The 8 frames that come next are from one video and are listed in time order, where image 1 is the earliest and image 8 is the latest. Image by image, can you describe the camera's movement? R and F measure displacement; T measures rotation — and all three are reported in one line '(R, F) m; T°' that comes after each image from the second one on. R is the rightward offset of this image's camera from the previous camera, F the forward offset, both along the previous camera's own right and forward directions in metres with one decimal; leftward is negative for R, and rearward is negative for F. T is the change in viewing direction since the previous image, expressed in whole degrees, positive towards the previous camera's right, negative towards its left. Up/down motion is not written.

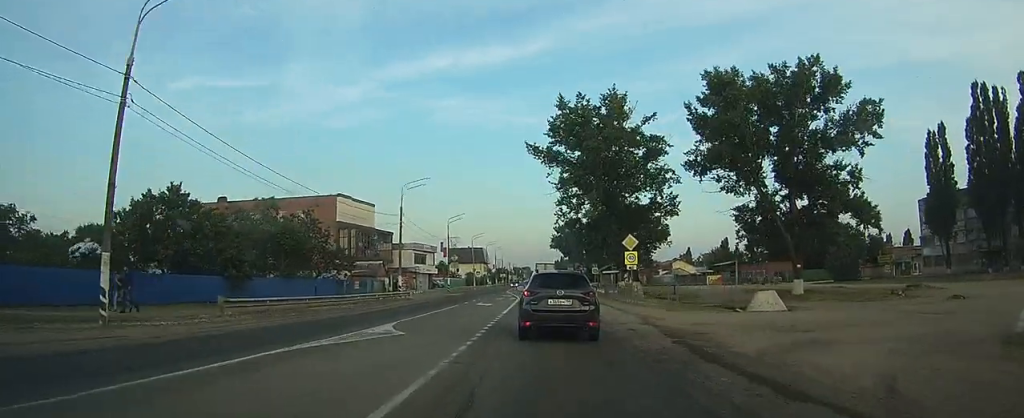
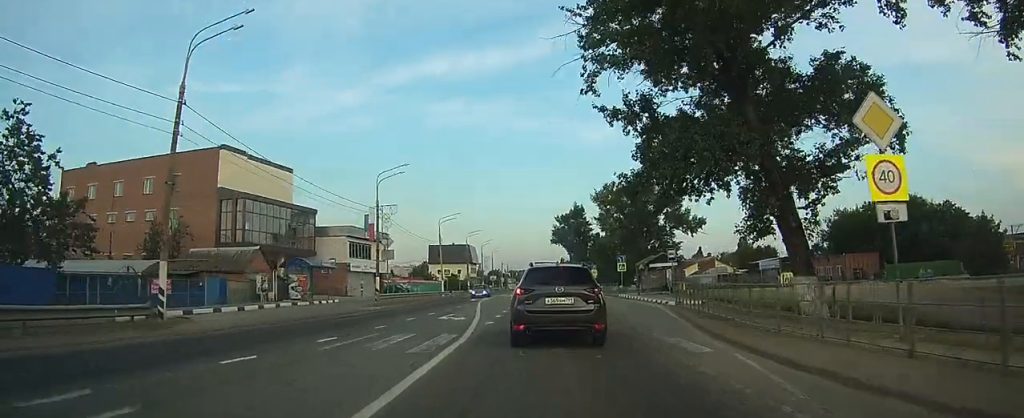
(+0.1, +33.1) m; 0°
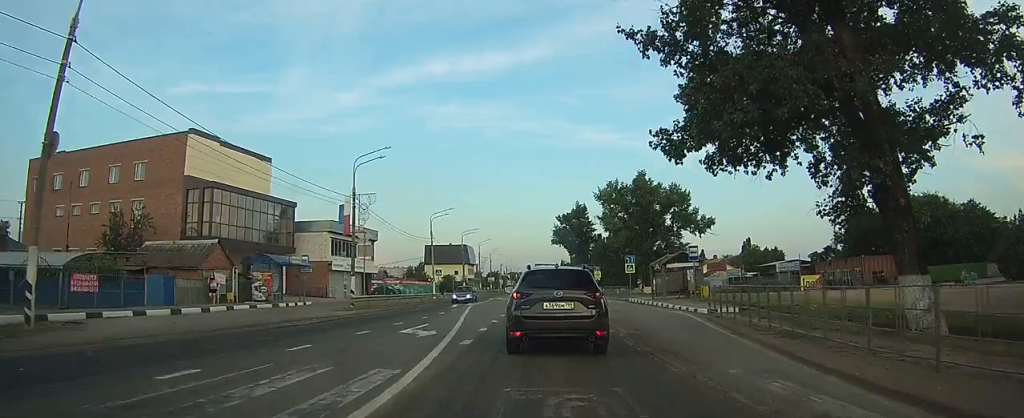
(0.0, +5.9) m; 0°
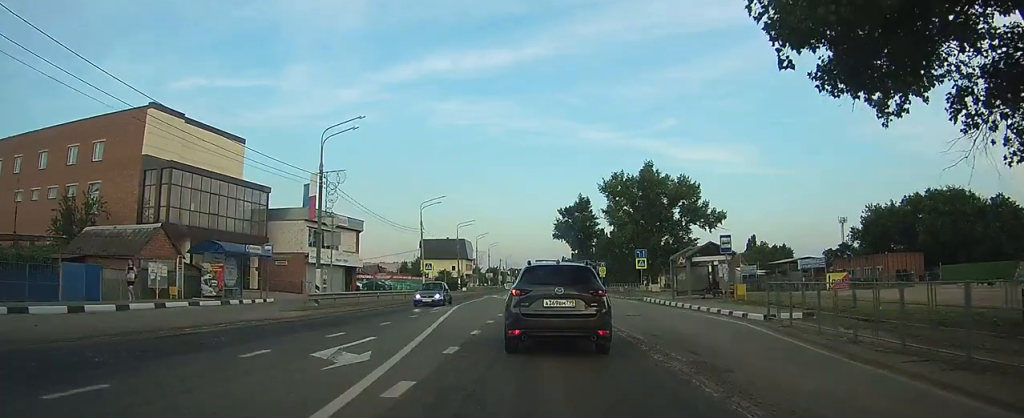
(0.0, +6.6) m; 0°
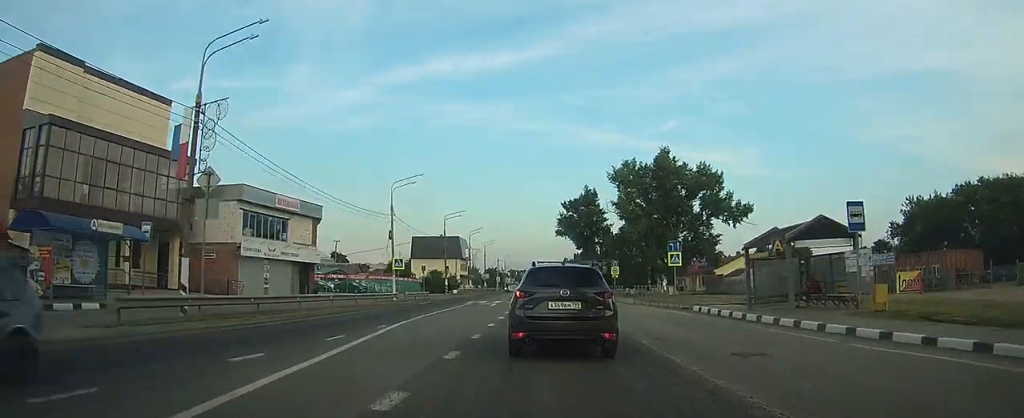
(0.0, +13.9) m; 0°
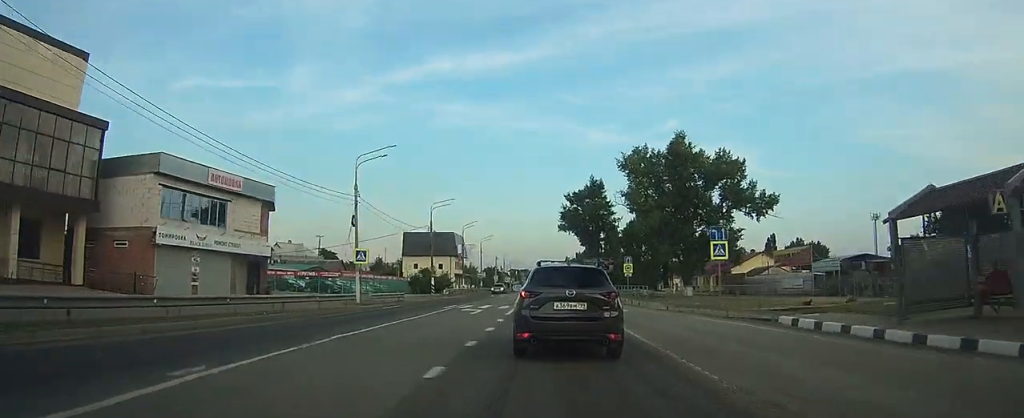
(0.0, +10.6) m; 0°
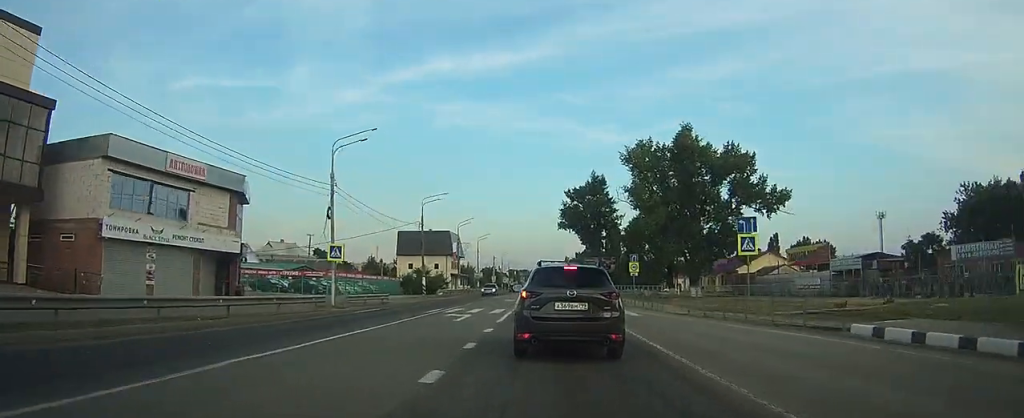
(0.0, +4.6) m; 0°
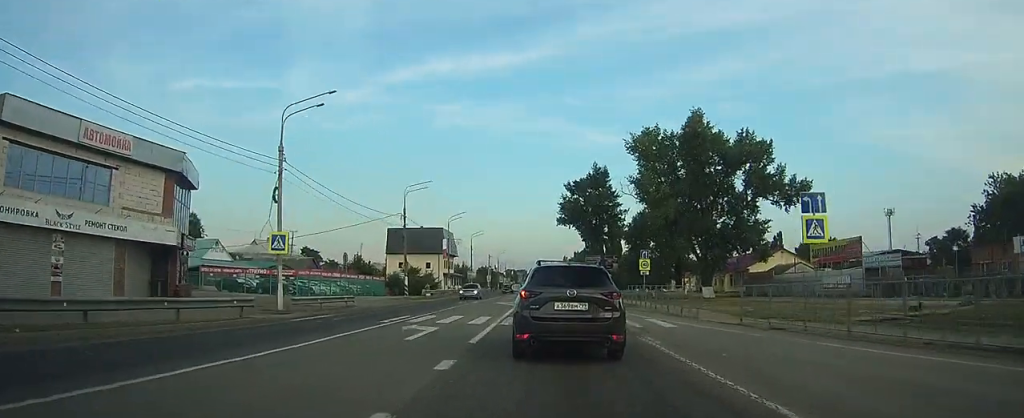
(0.0, +7.0) m; 0°
